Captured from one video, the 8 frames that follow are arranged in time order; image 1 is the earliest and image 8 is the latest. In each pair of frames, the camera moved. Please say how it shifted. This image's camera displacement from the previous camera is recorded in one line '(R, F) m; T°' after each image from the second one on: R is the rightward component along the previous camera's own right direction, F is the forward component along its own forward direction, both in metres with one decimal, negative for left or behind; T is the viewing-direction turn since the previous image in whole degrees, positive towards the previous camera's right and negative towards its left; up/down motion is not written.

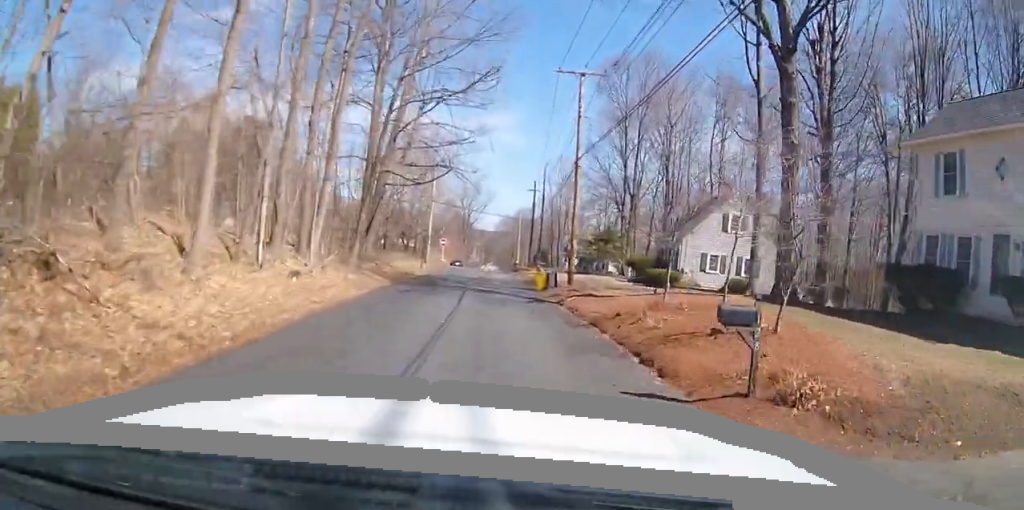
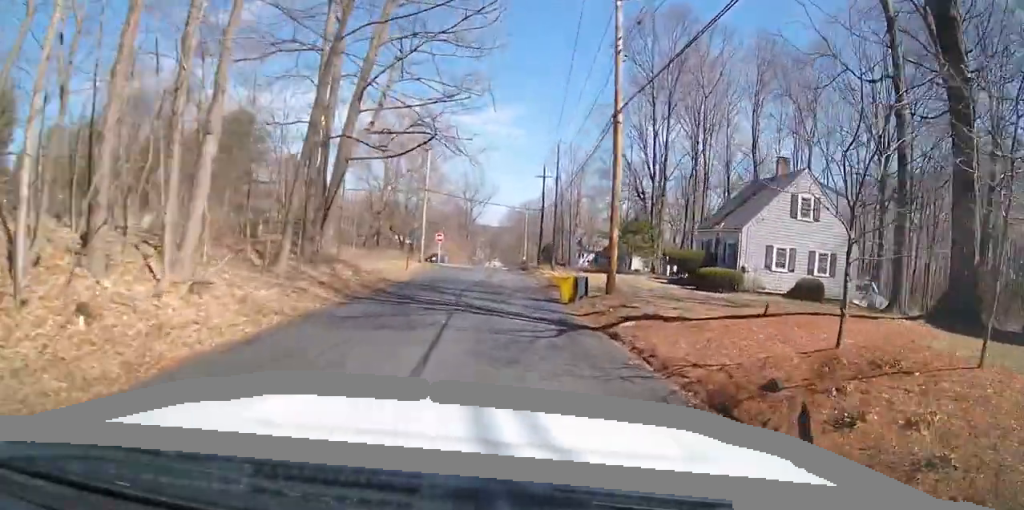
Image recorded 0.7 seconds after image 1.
(-0.1, +8.7) m; 0°
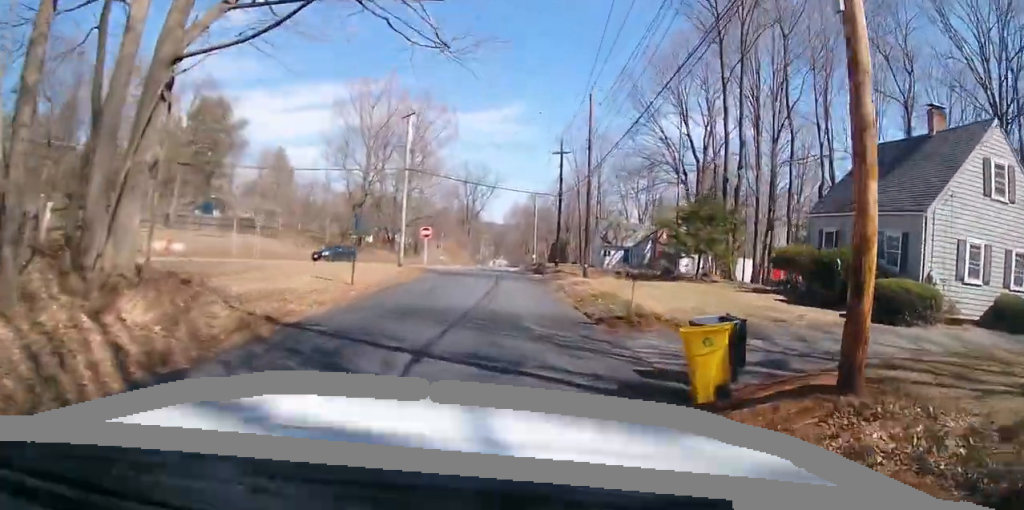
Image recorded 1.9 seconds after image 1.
(0.0, +13.7) m; -1°
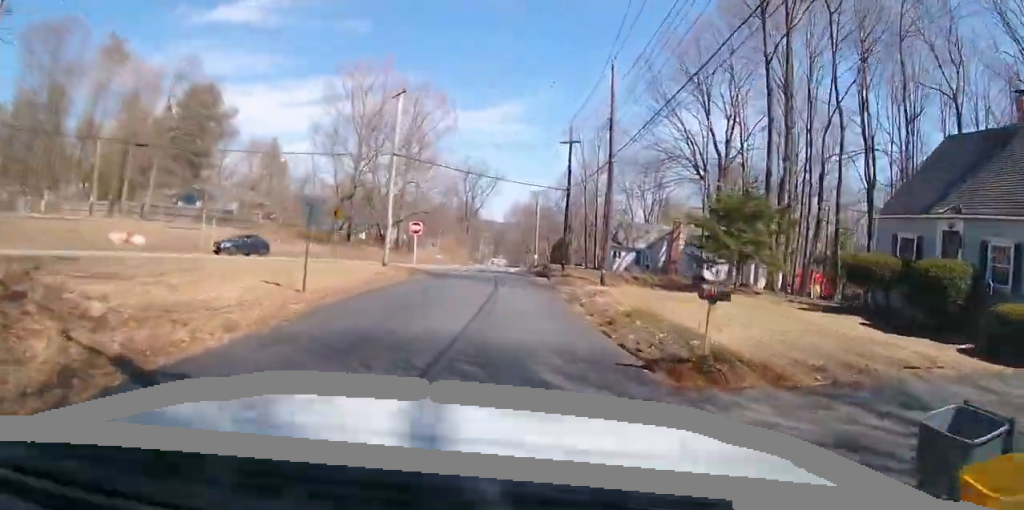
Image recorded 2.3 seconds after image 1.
(0.0, +5.1) m; -1°
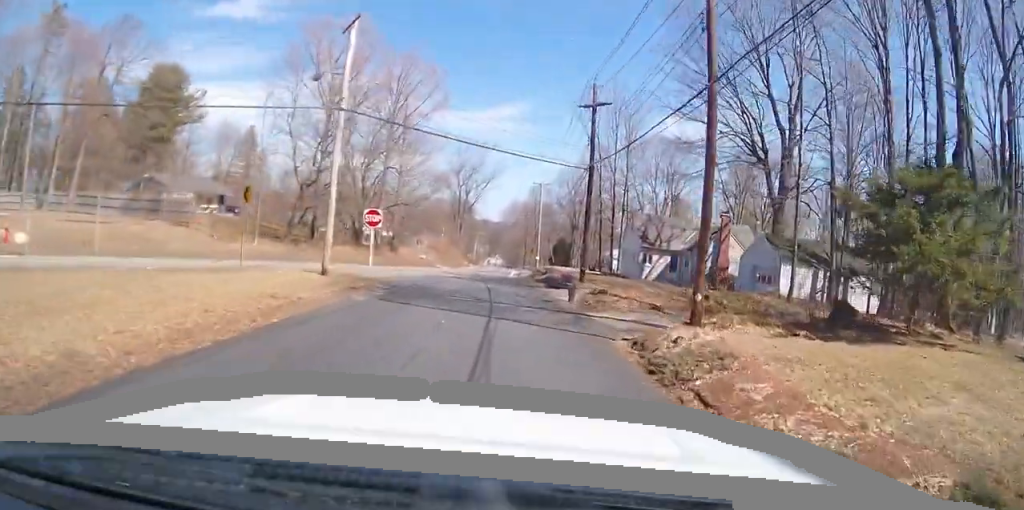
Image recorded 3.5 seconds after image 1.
(-0.1, +11.9) m; 0°
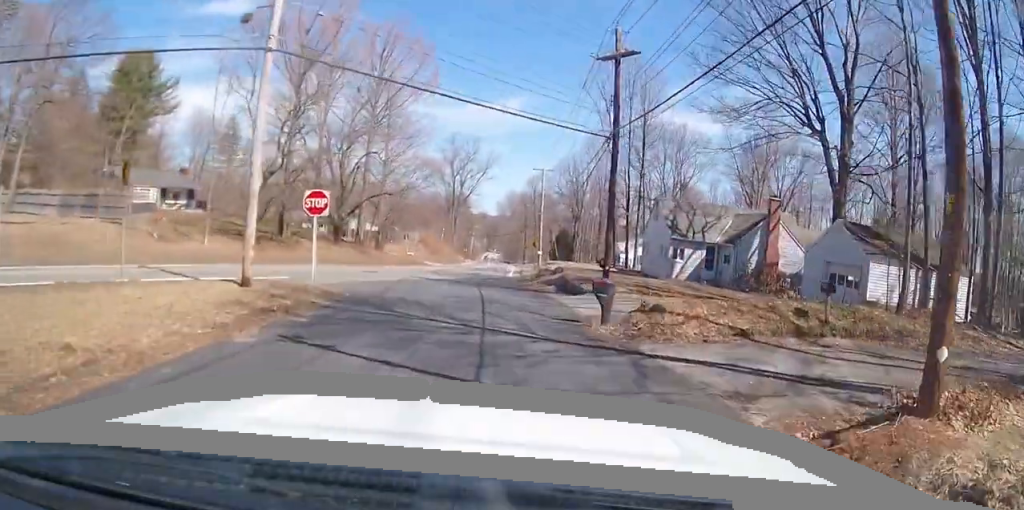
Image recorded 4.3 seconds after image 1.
(+0.1, +8.0) m; +2°
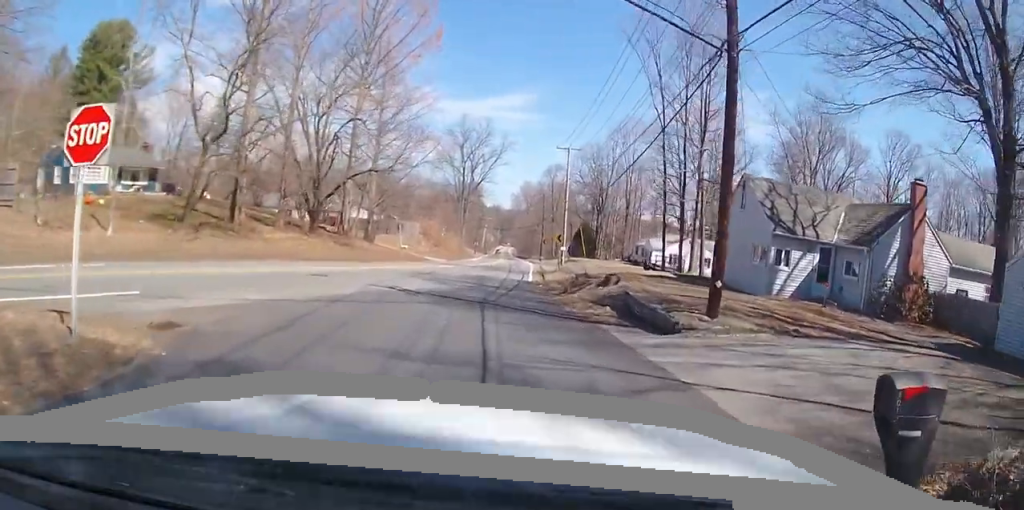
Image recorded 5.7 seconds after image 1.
(+0.5, +12.7) m; -2°
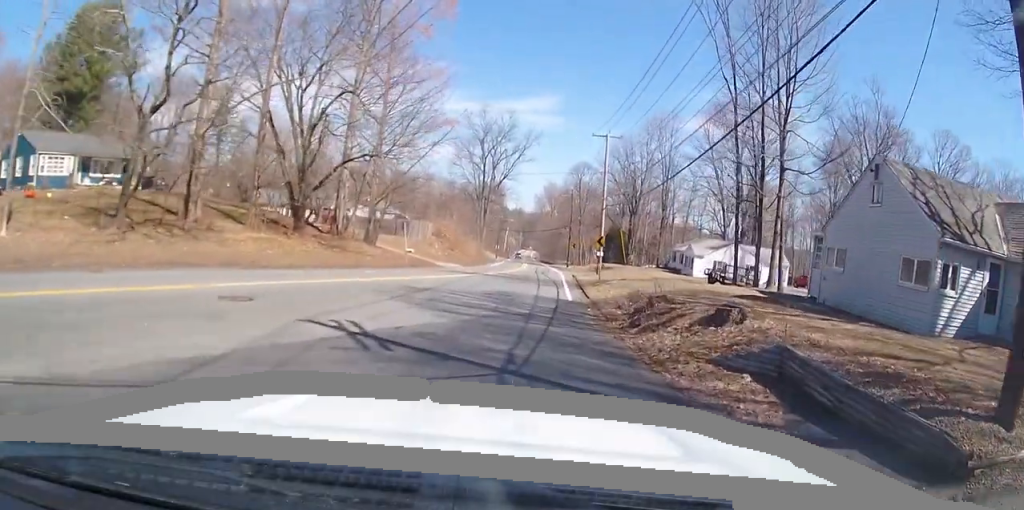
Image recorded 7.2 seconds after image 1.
(-0.9, +10.2) m; -6°
